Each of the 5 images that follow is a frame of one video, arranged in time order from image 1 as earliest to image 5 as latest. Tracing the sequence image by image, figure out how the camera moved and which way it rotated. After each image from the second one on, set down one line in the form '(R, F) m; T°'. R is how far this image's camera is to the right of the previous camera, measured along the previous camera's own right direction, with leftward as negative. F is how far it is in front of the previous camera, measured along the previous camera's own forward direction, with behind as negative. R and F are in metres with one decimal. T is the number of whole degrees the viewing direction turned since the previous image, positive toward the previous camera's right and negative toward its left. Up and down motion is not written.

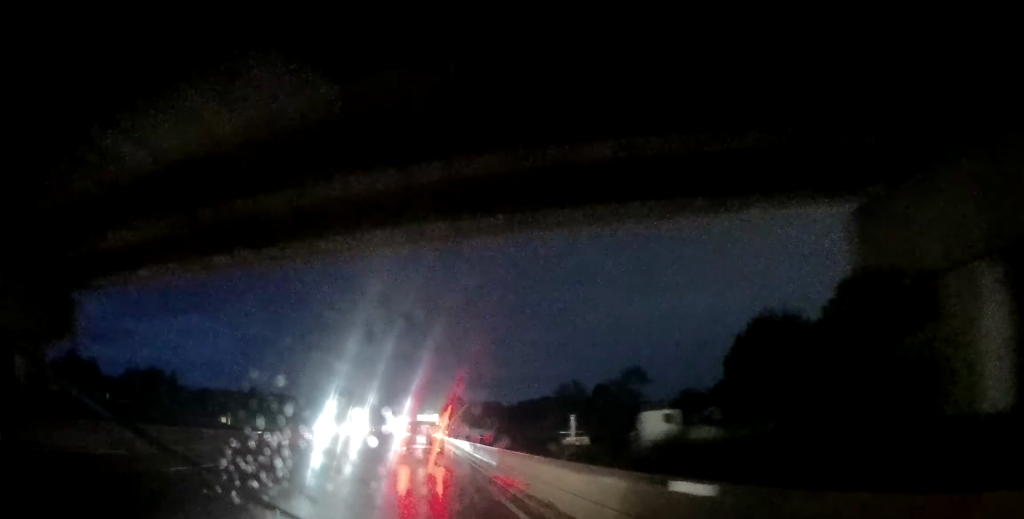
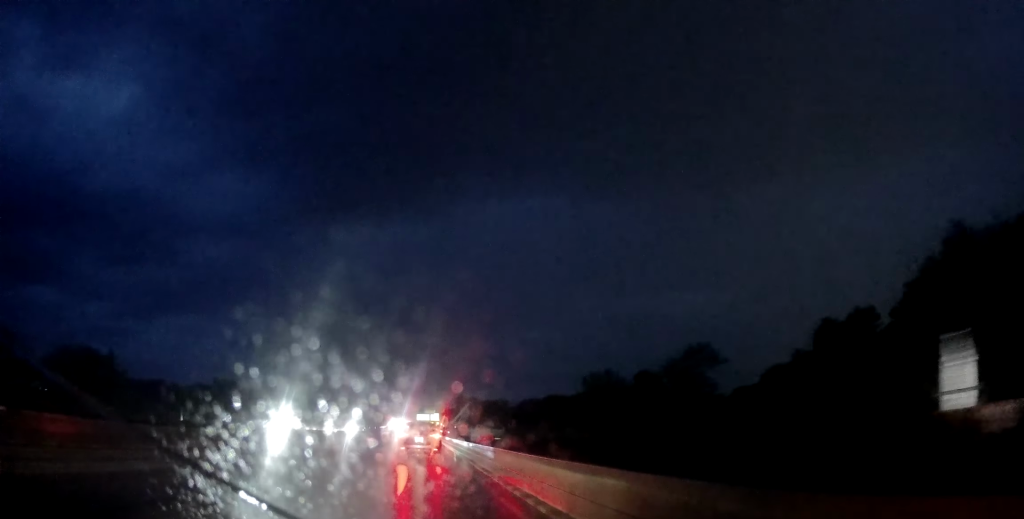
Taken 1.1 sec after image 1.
(0.0, +22.8) m; 0°
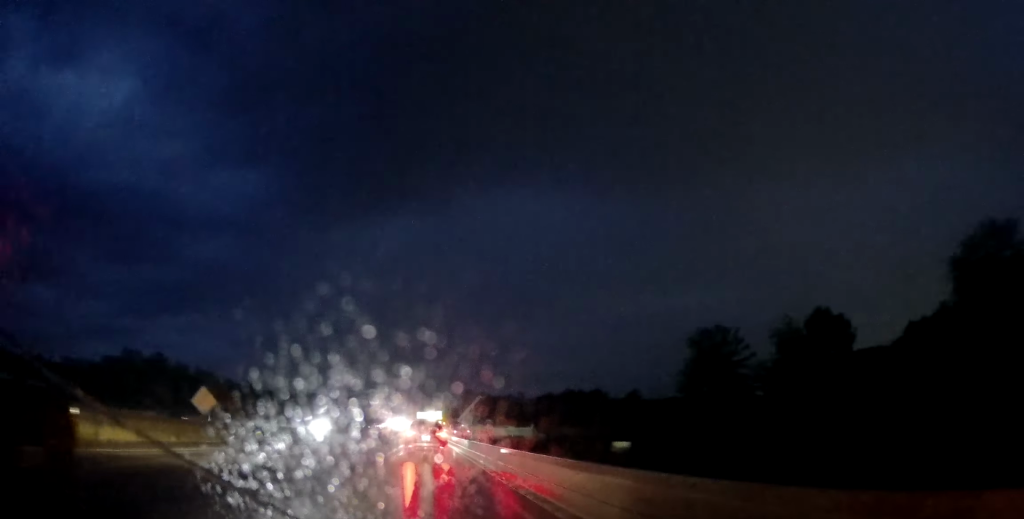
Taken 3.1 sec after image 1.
(-0.7, +40.8) m; -1°
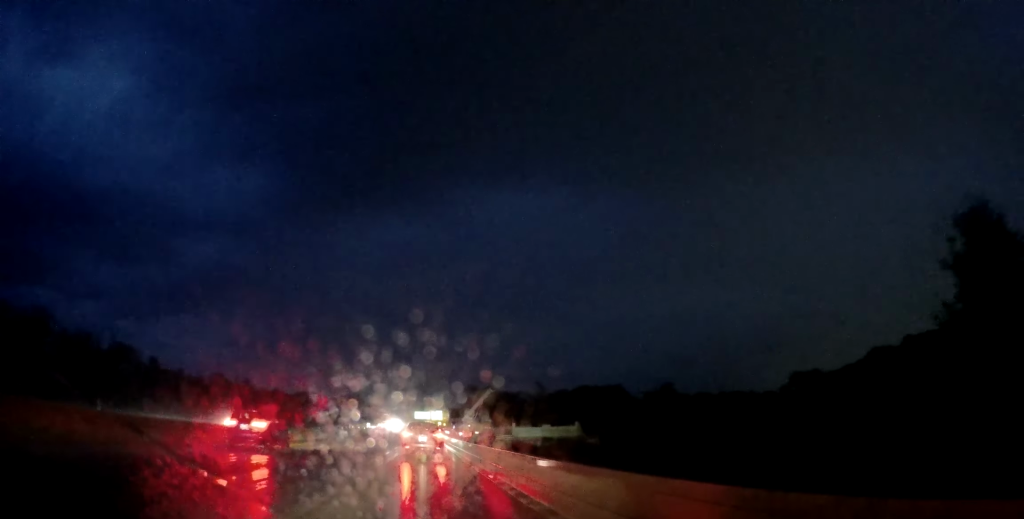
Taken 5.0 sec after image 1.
(+0.3, +36.6) m; +1°
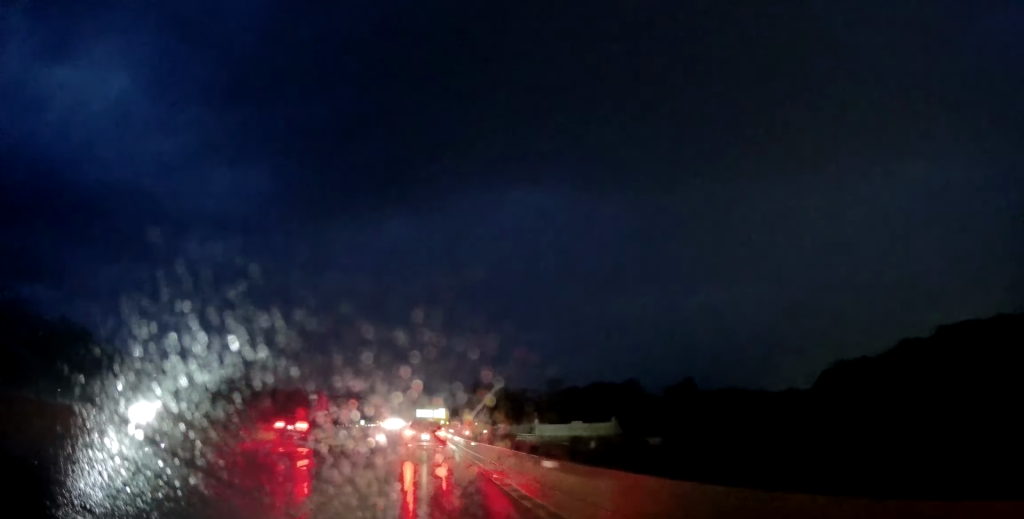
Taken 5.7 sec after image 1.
(0.0, +15.5) m; 0°
